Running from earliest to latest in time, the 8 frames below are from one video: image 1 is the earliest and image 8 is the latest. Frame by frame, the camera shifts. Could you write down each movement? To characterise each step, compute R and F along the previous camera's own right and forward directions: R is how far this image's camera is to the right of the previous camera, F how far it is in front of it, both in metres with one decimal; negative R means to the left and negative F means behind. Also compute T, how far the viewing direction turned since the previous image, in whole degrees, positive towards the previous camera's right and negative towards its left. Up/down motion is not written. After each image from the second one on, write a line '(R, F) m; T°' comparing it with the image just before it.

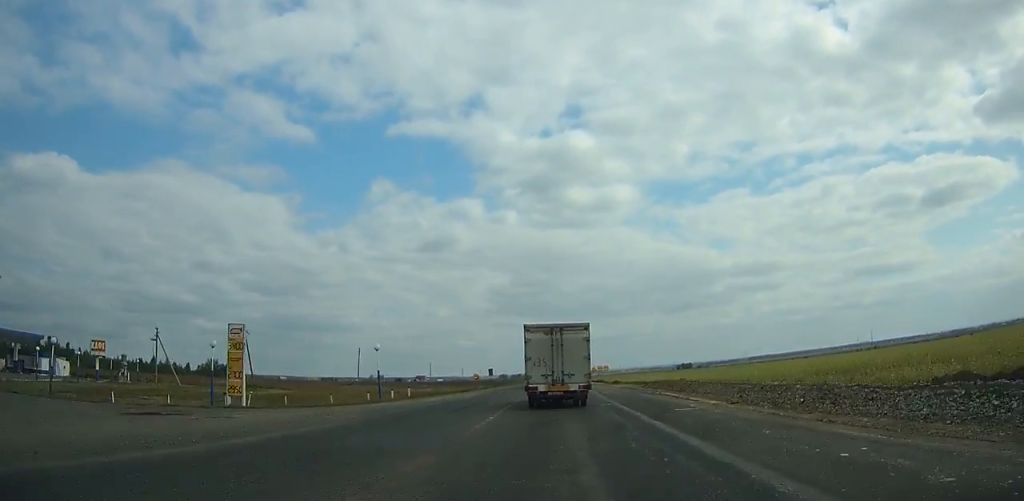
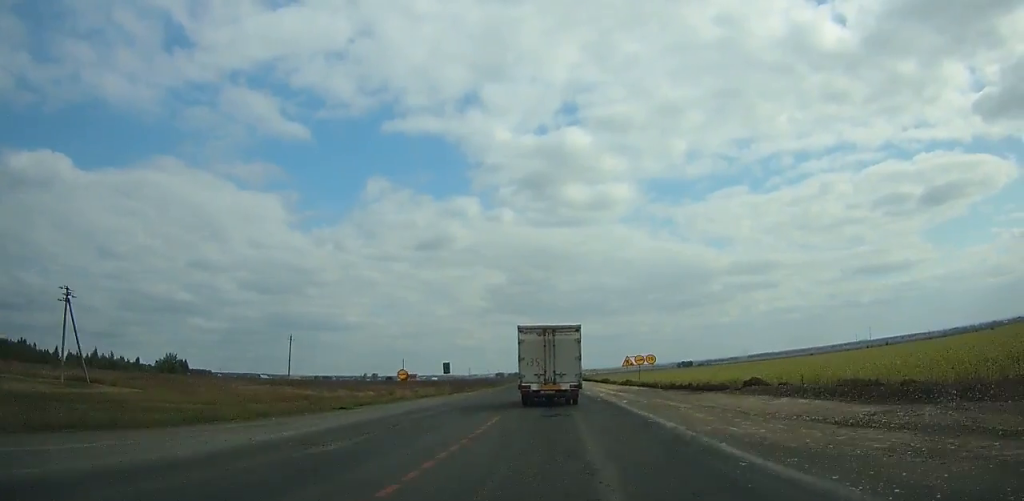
(+0.3, +36.0) m; 0°
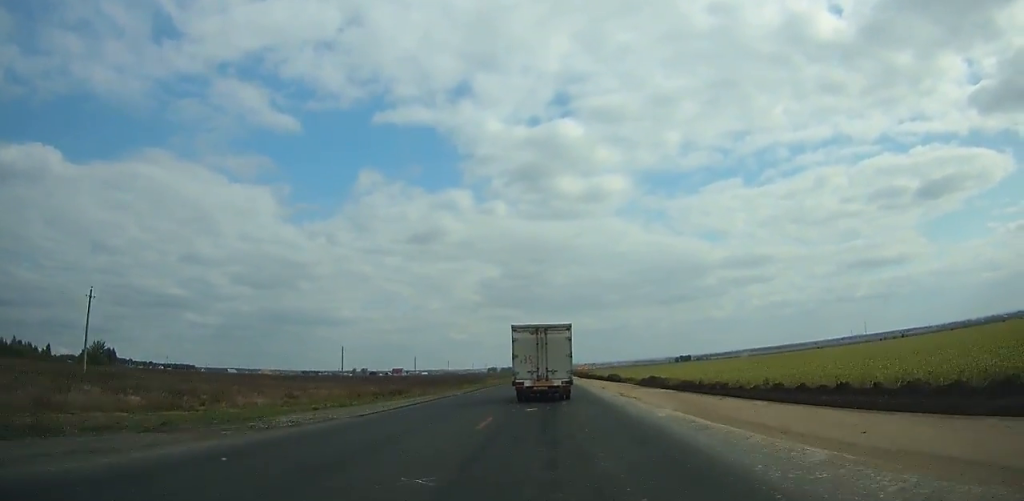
(-0.5, +48.5) m; -1°
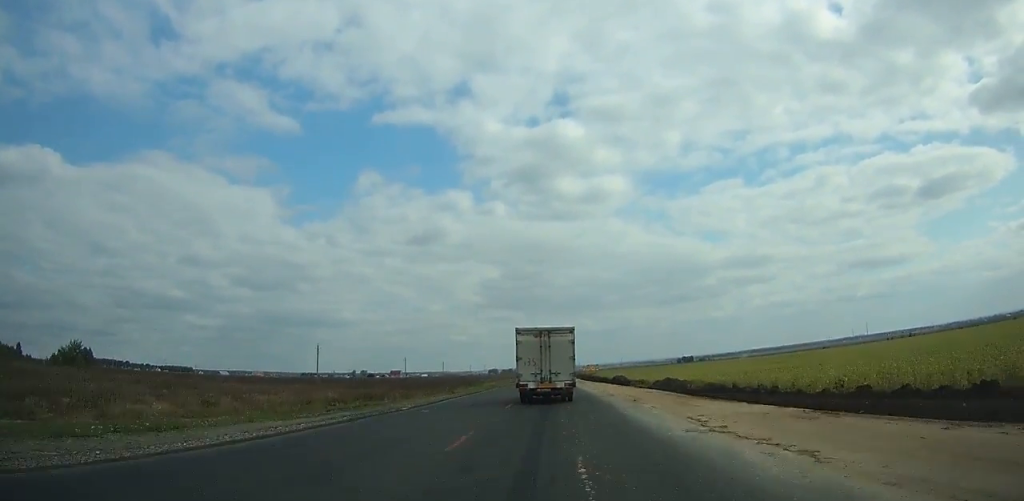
(0.0, +14.7) m; 0°
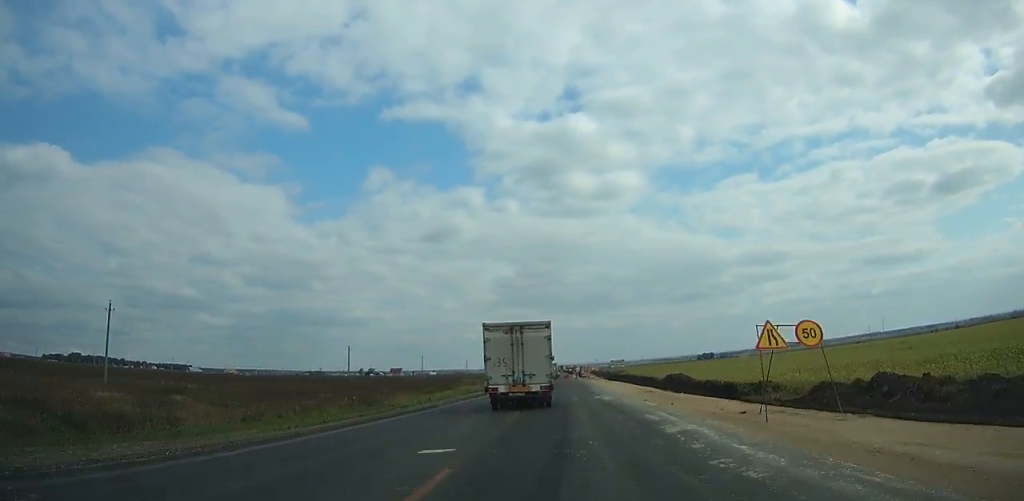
(+0.2, +60.5) m; -1°
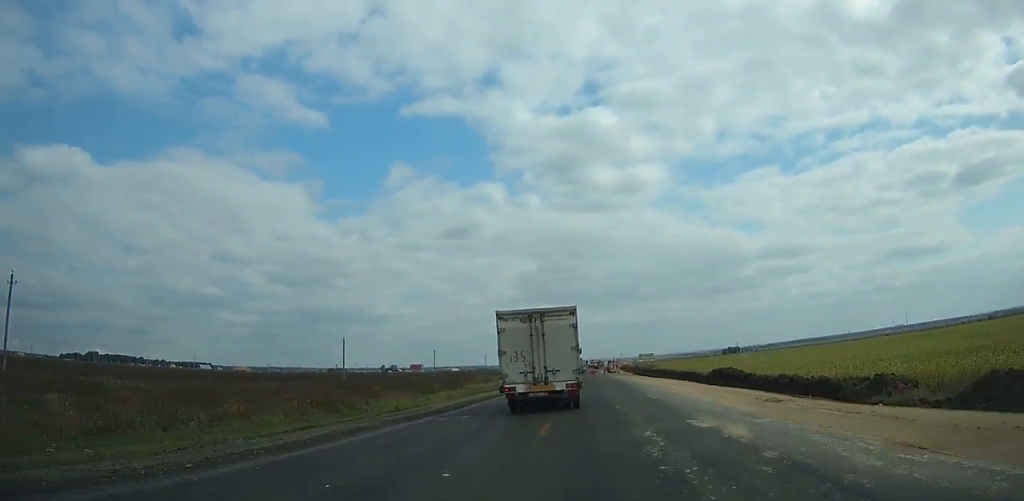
(-0.4, +15.9) m; -1°
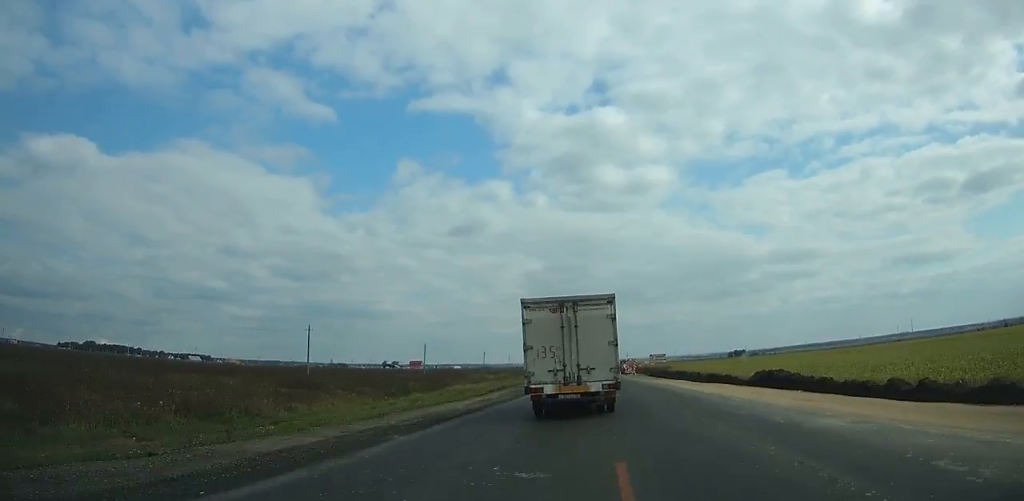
(-0.2, +19.8) m; 0°
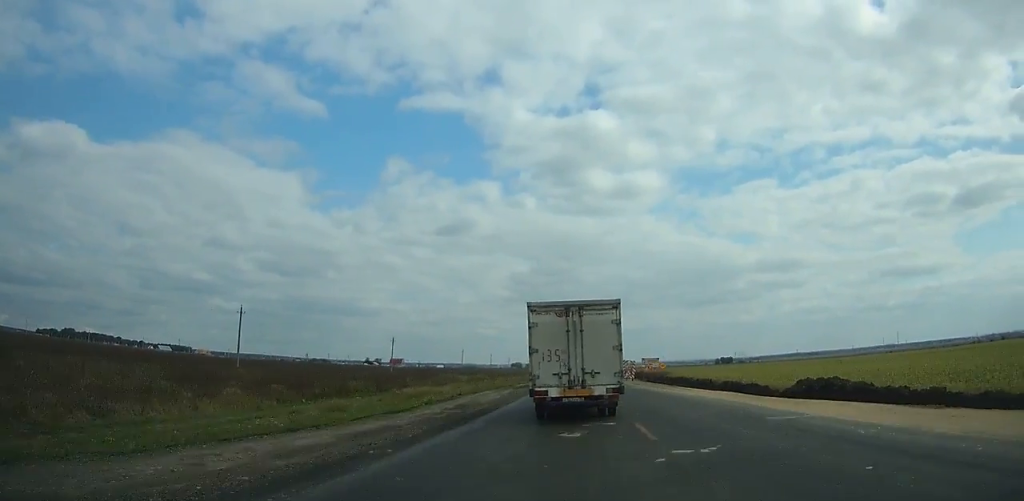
(0.0, +20.4) m; +1°
